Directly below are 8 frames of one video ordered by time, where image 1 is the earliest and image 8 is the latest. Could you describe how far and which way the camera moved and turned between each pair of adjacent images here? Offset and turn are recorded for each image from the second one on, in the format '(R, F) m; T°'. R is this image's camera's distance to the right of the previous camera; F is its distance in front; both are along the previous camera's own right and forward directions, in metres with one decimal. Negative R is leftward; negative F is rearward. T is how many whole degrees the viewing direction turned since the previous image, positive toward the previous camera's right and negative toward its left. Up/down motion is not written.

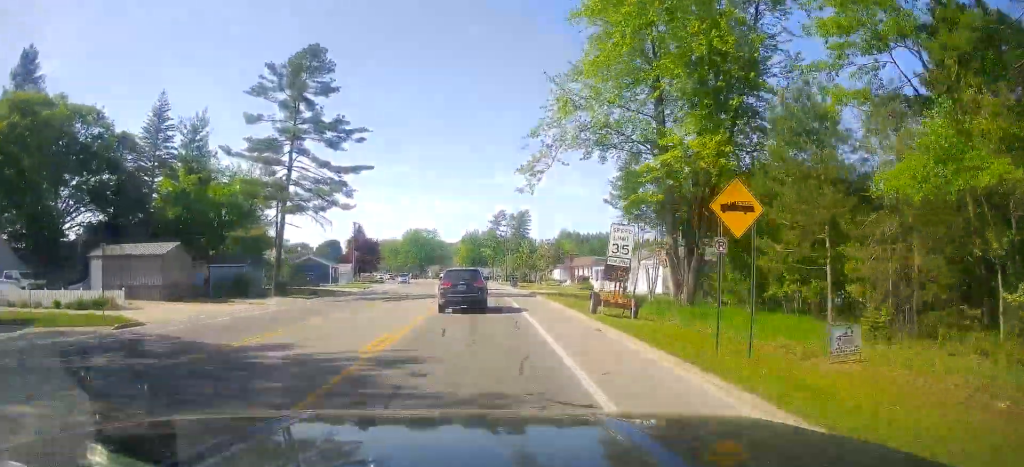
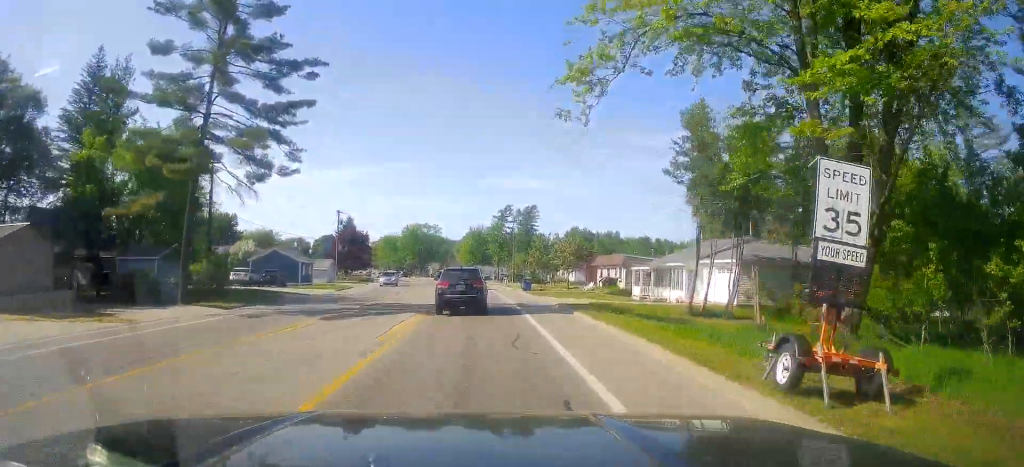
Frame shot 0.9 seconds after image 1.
(-0.6, +13.5) m; -3°
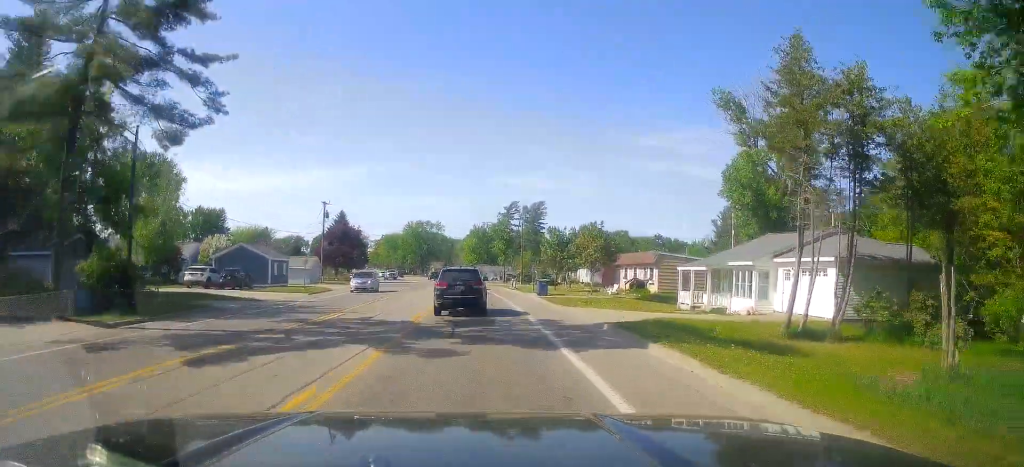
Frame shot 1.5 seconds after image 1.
(0.0, +9.6) m; -2°
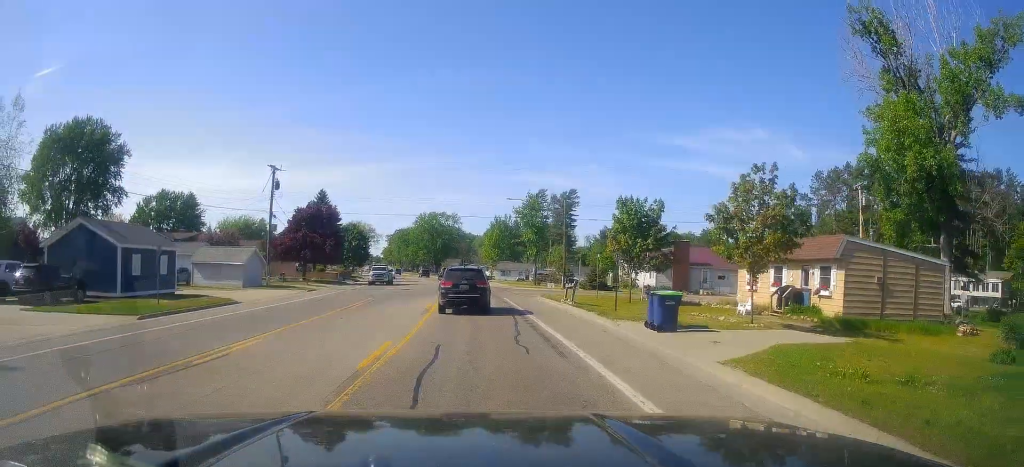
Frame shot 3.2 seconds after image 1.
(-1.0, +24.6) m; -3°
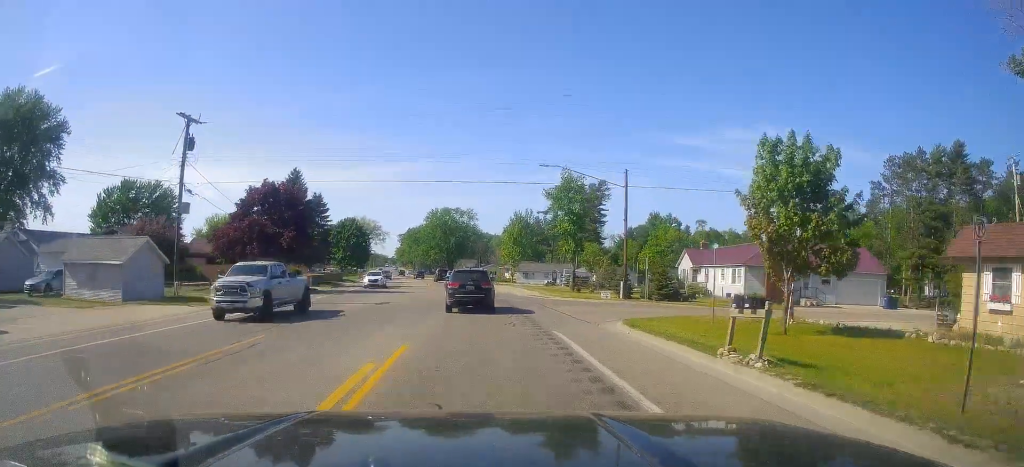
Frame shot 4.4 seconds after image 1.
(0.0, +18.5) m; -1°
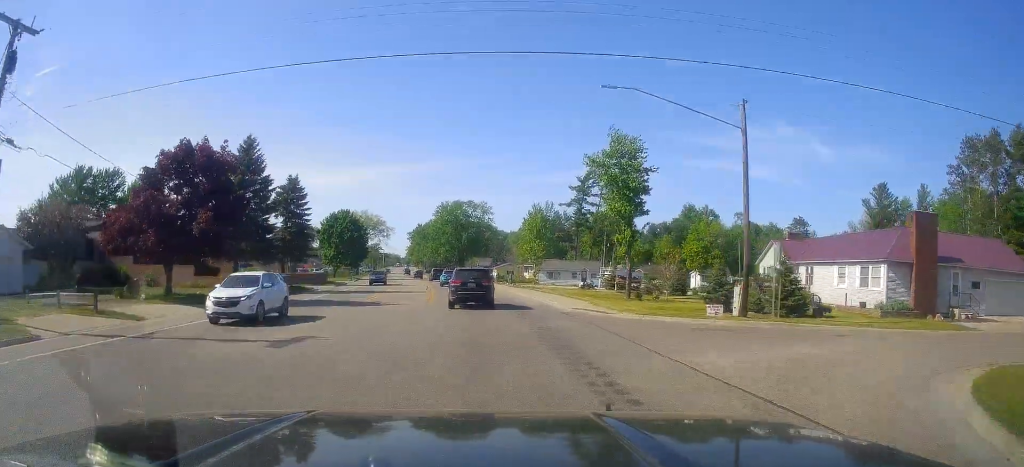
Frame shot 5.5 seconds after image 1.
(-0.1, +16.1) m; -1°
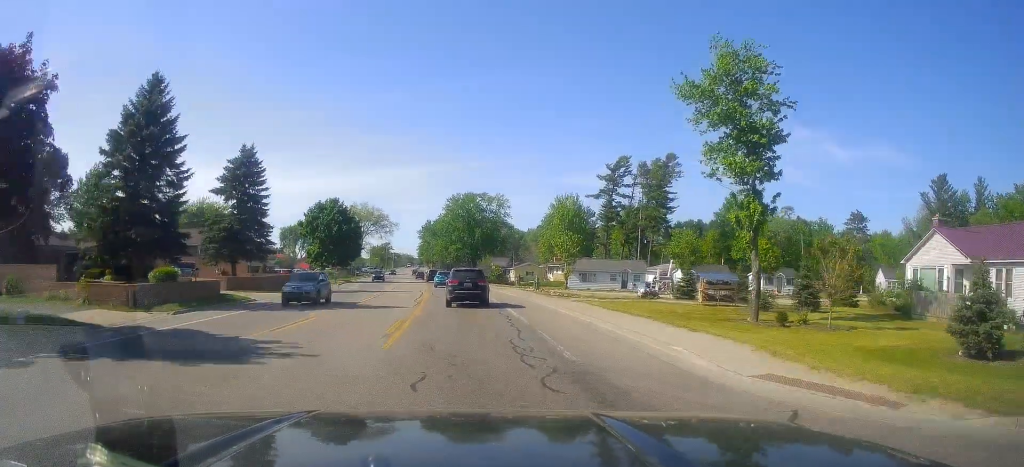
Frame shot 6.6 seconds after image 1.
(-0.3, +16.6) m; -2°
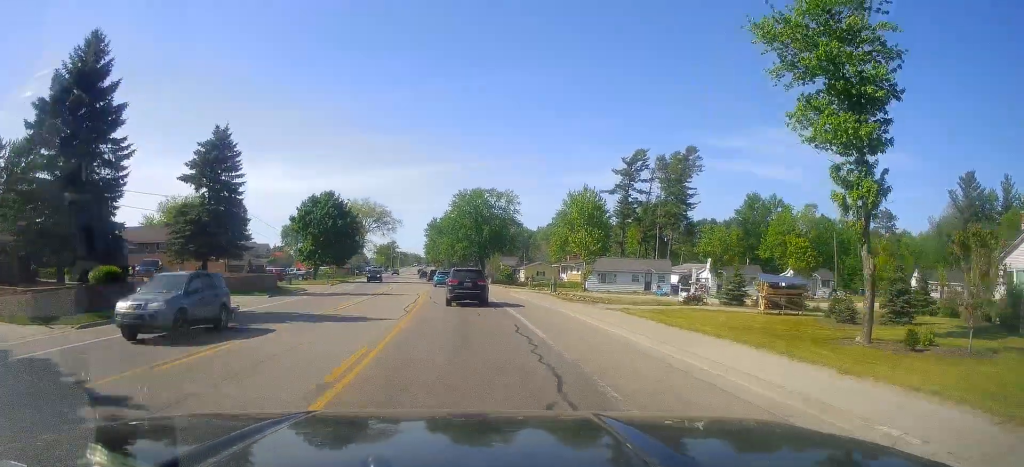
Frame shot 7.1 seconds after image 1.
(0.0, +6.8) m; -1°
